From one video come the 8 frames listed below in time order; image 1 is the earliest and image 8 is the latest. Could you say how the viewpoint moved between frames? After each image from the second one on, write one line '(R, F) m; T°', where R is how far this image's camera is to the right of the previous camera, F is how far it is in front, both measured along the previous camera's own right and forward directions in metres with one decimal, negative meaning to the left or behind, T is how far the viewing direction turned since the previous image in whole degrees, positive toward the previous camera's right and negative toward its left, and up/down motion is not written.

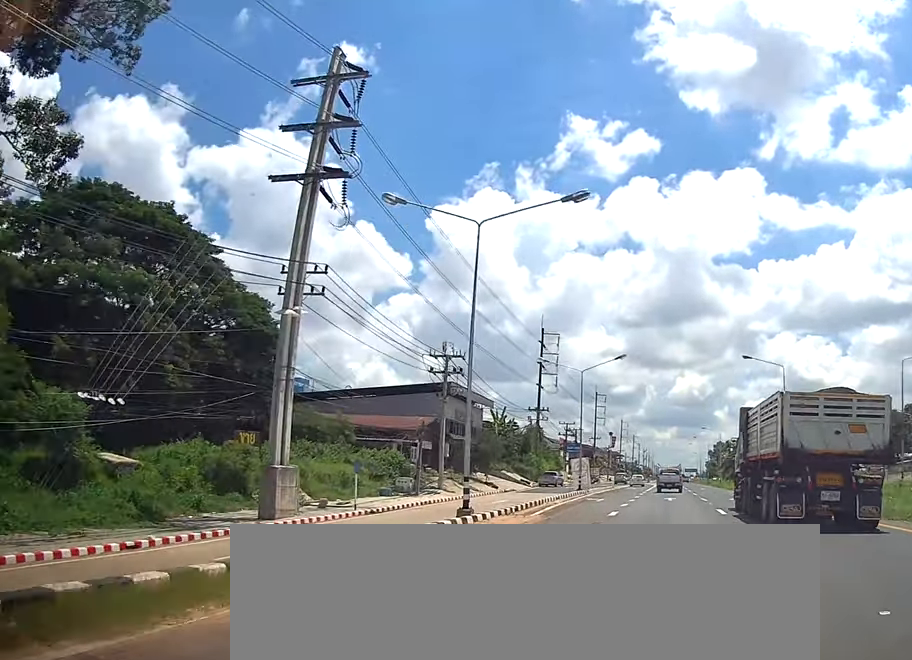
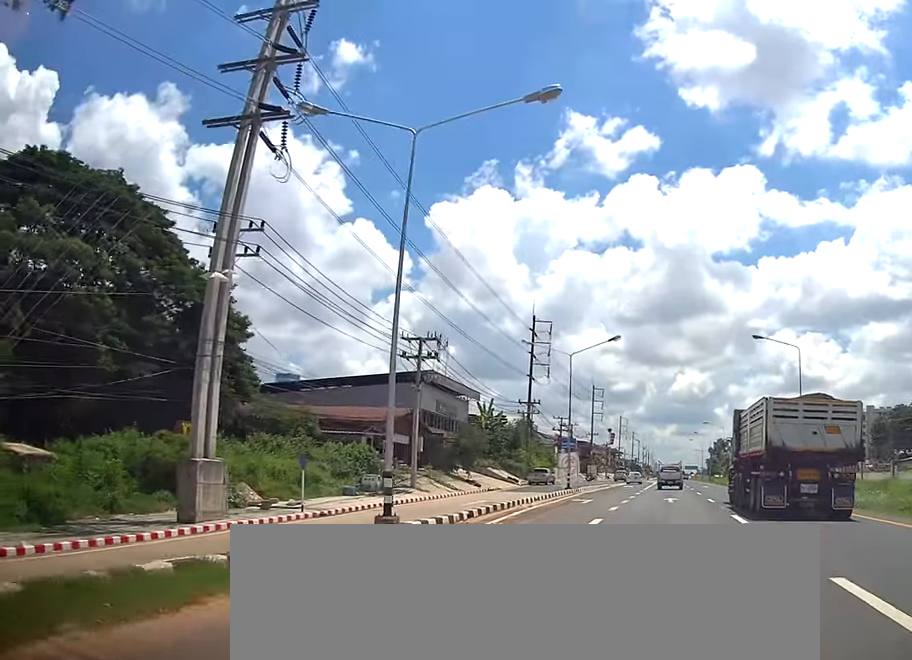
(+0.3, +5.8) m; +1°
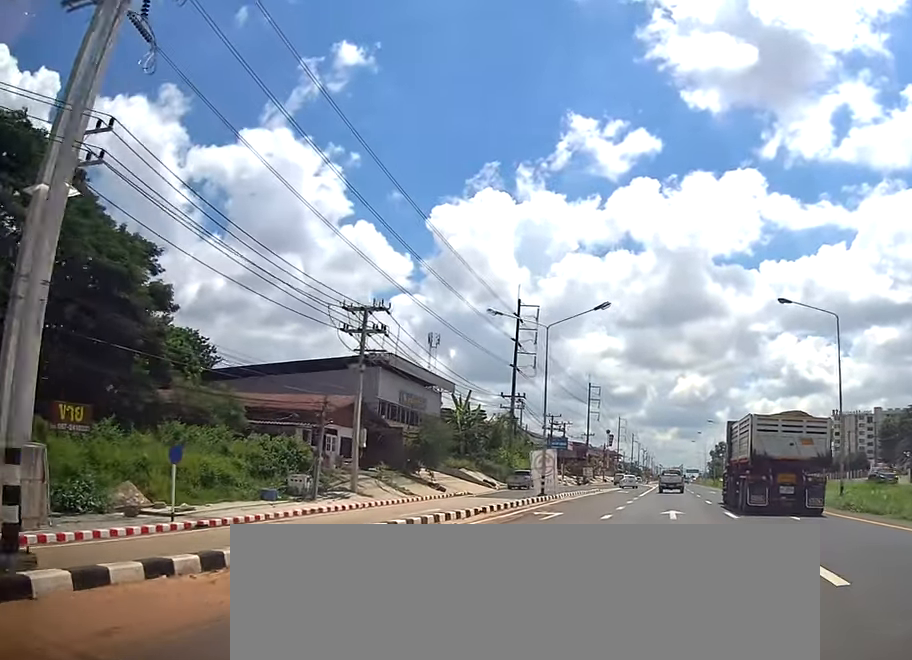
(+0.3, +9.3) m; +2°
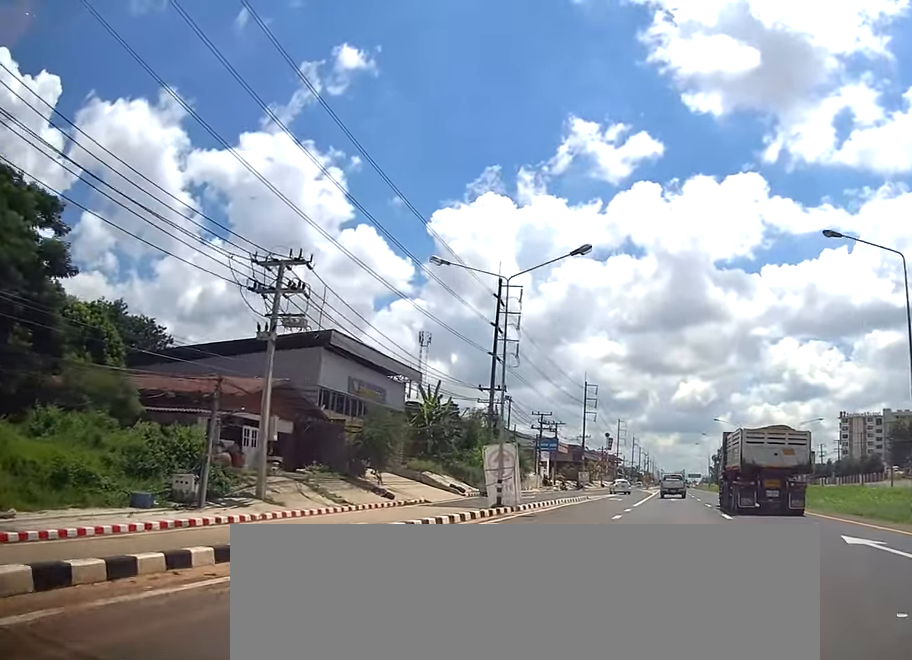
(-0.1, +9.5) m; 0°
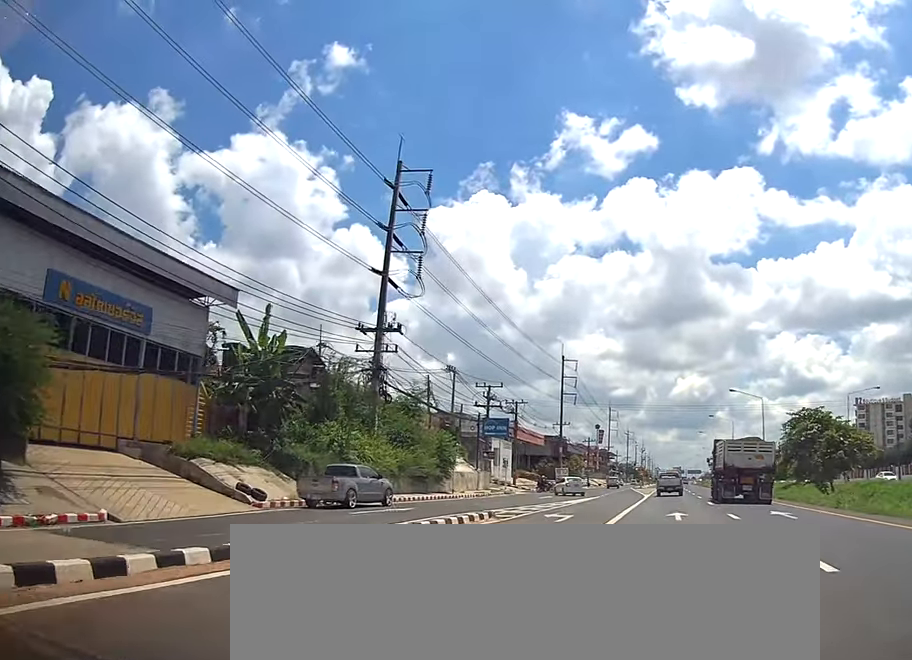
(0.0, +25.0) m; 0°
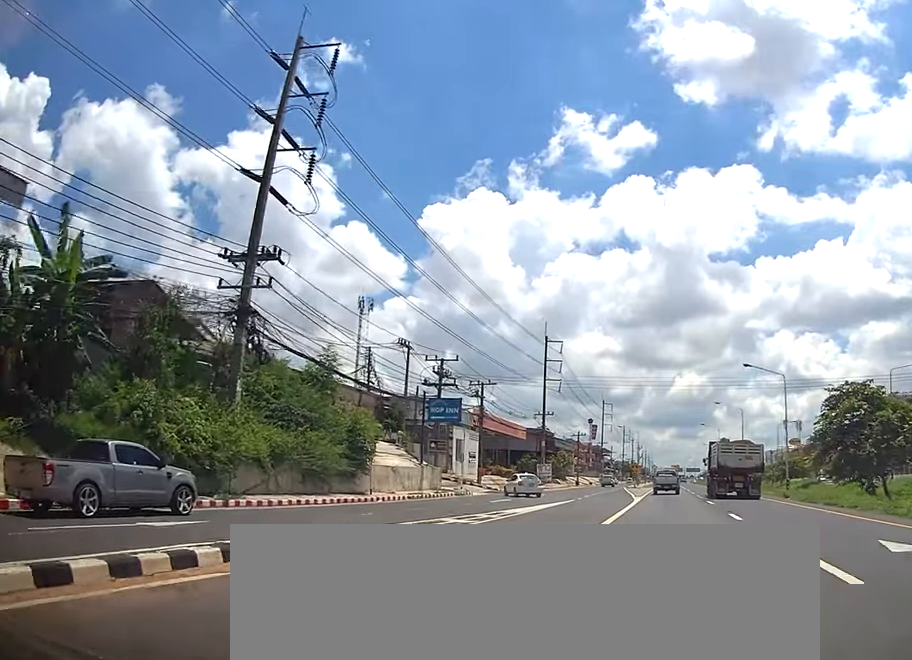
(0.0, +12.9) m; 0°
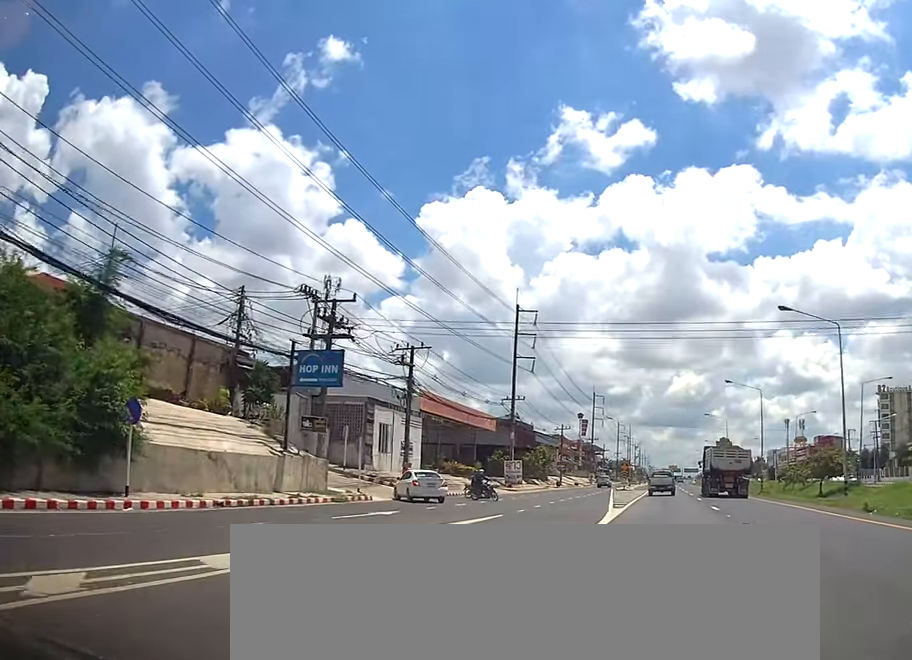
(-0.1, +16.7) m; -1°
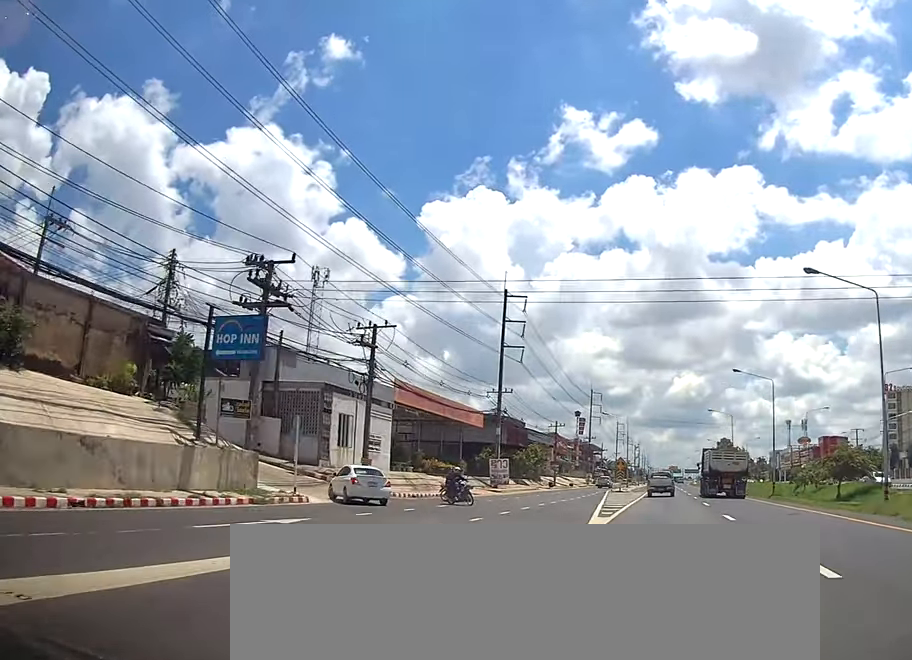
(0.0, +6.1) m; 0°
